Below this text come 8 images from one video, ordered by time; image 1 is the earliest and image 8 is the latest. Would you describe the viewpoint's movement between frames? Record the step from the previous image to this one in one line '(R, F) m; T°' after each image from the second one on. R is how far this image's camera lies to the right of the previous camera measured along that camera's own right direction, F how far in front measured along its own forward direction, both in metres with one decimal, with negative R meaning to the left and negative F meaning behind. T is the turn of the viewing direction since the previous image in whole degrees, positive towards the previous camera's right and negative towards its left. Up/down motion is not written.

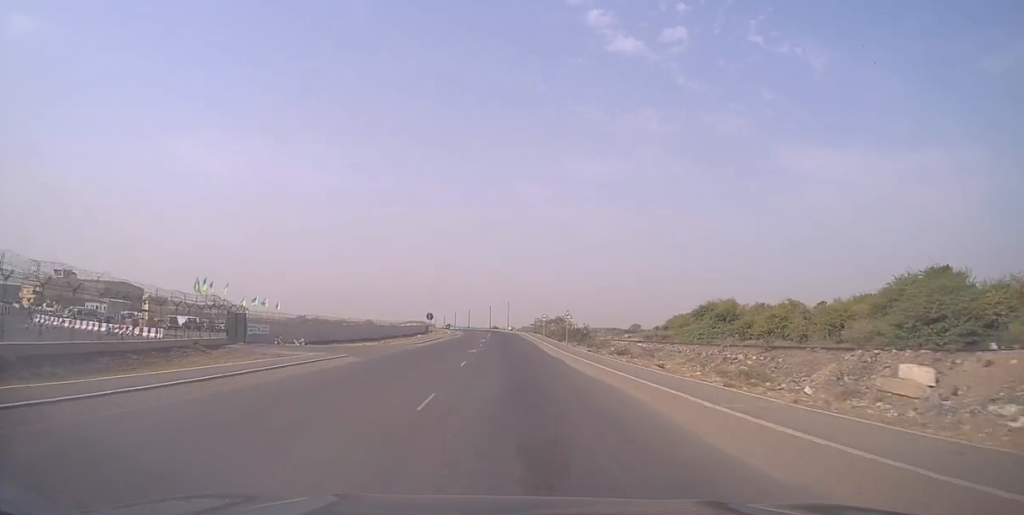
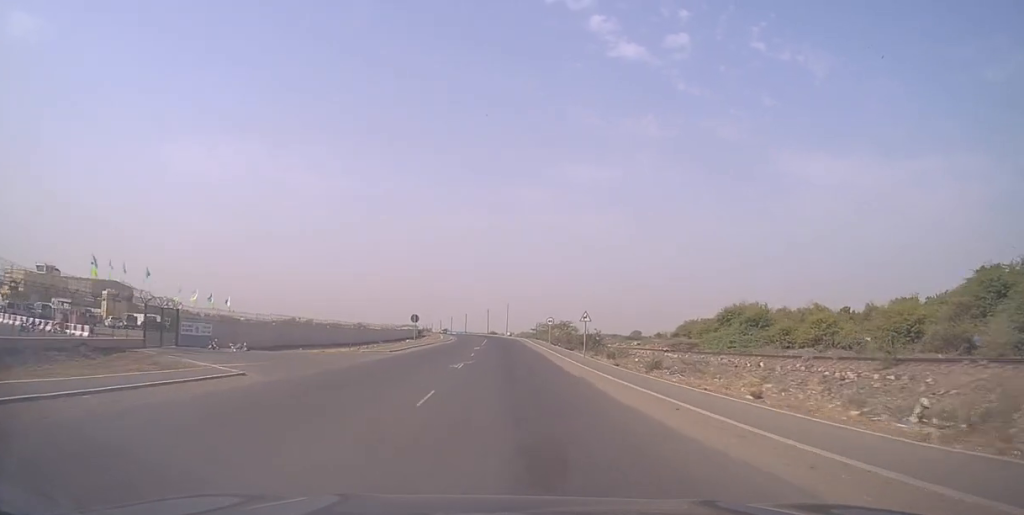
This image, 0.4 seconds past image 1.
(-0.1, +11.0) m; 0°
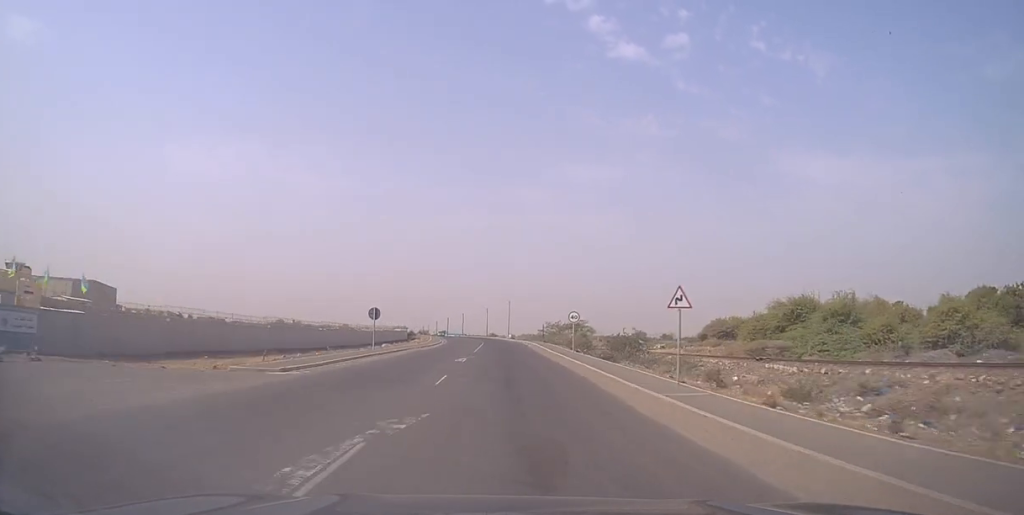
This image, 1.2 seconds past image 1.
(-0.1, +21.0) m; 0°
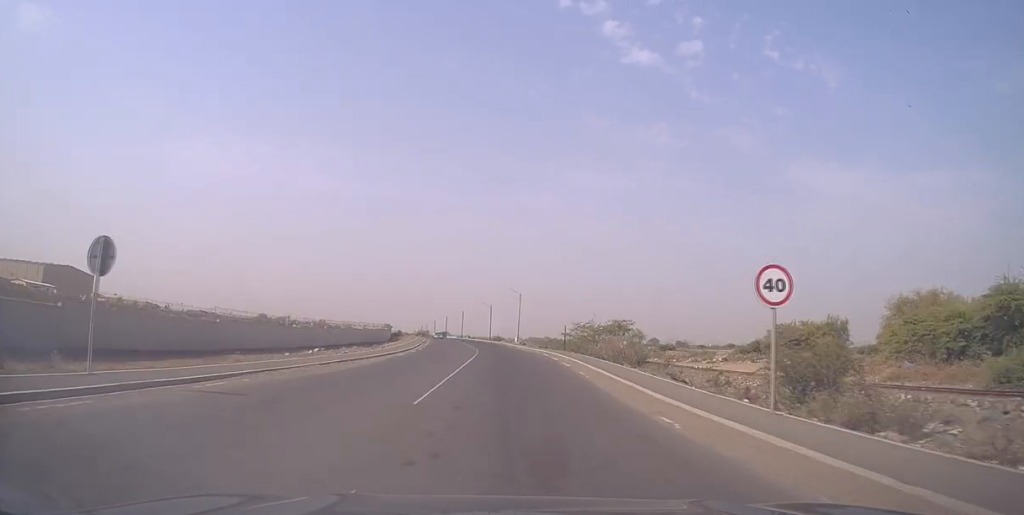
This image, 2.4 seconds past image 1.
(0.0, +34.5) m; 0°
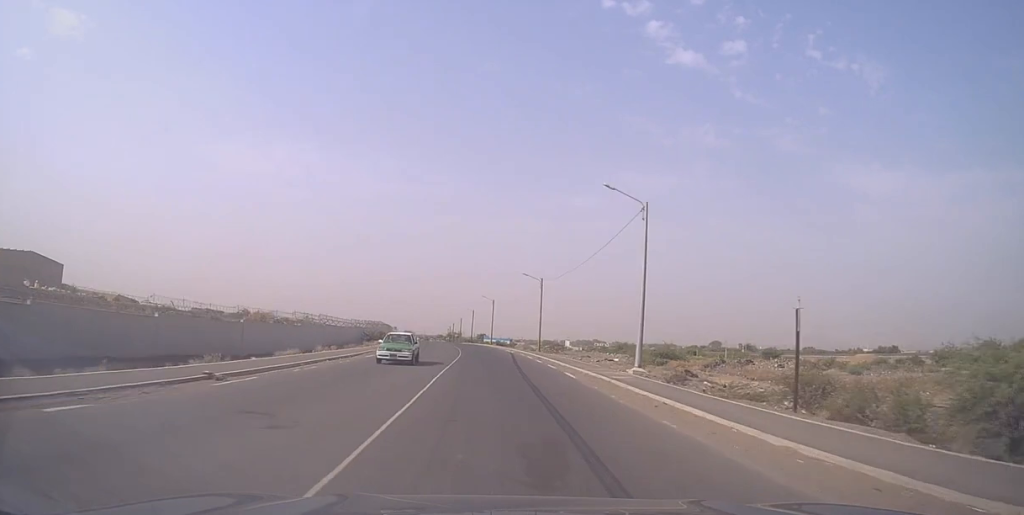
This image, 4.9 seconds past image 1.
(-1.6, +67.6) m; -4°
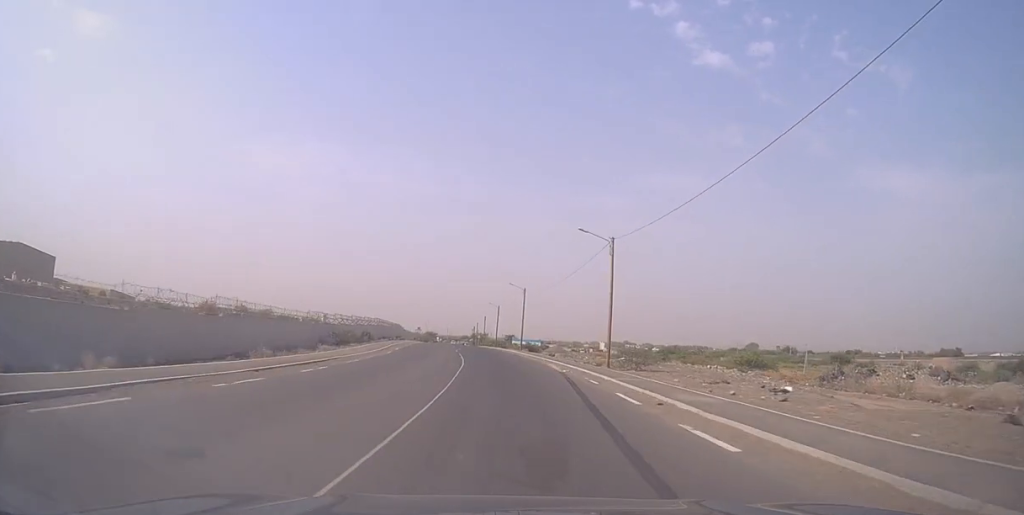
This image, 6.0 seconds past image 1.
(-0.3, +26.4) m; -1°
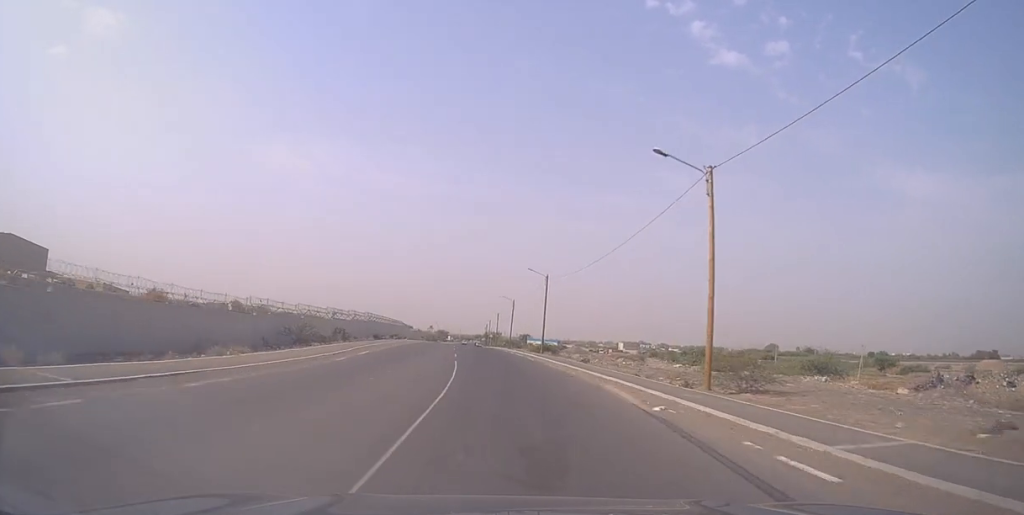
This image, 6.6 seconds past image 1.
(+0.1, +14.8) m; -2°
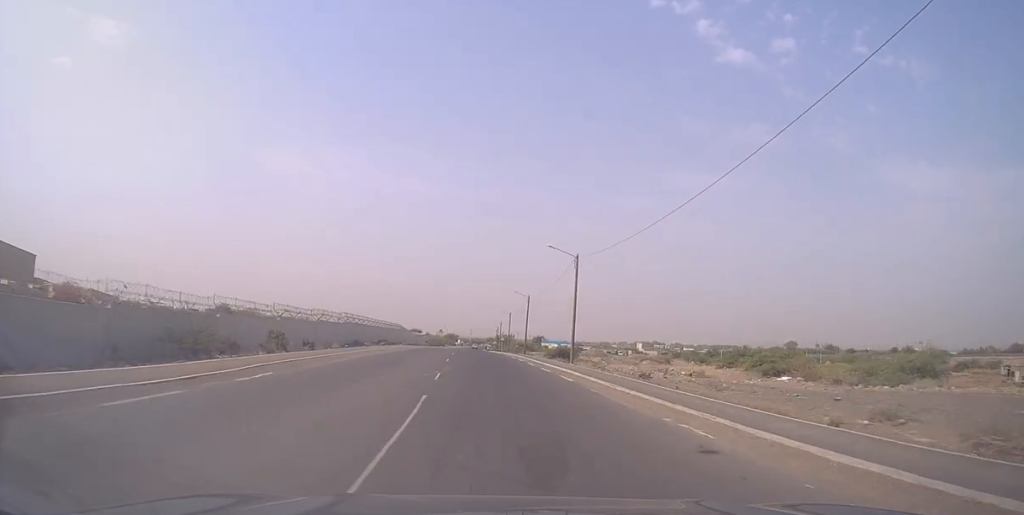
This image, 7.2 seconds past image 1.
(-0.3, +15.0) m; -2°
